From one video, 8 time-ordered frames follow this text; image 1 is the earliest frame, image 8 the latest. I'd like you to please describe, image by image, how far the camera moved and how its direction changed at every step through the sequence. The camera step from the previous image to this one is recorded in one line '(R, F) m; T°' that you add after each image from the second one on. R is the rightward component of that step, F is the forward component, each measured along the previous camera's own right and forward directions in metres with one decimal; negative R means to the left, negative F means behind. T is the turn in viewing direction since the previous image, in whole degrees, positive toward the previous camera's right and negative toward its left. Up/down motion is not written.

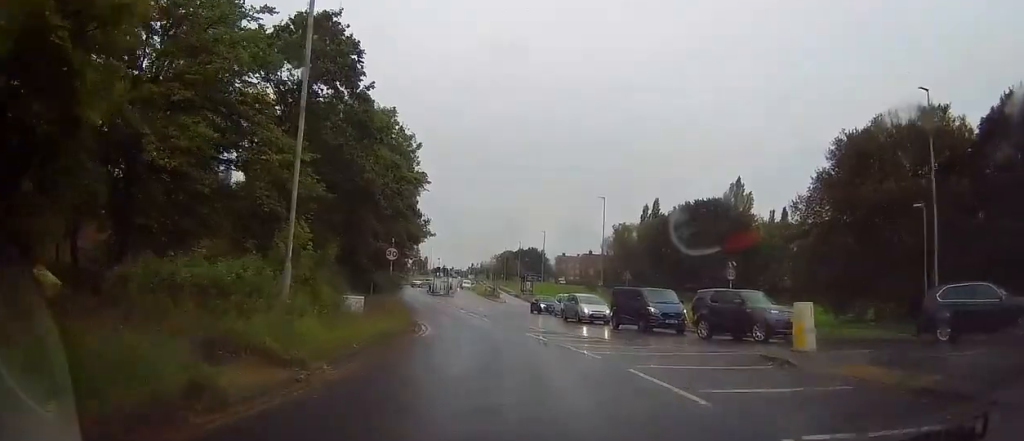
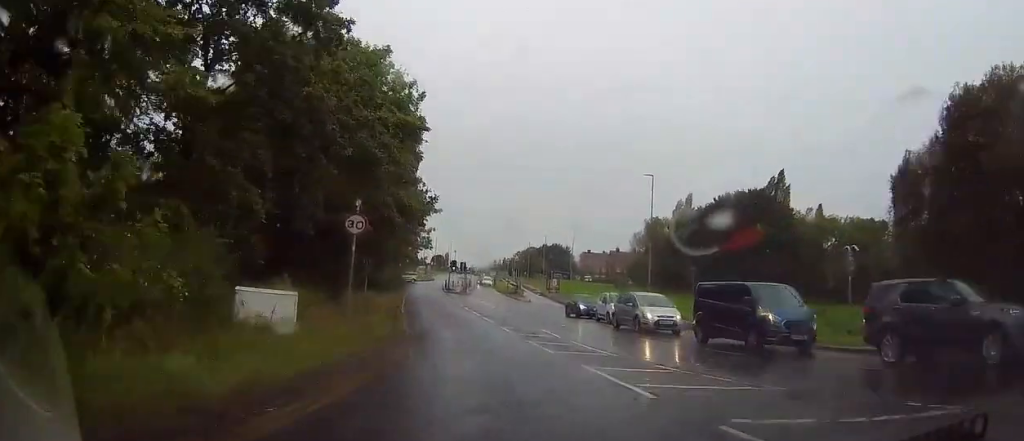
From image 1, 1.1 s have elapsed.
(-0.3, +10.6) m; -4°
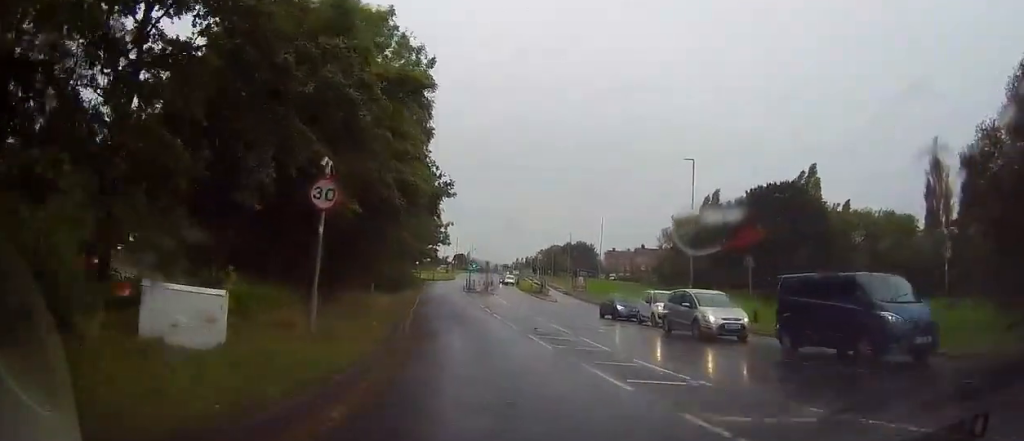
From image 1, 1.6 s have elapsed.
(-0.1, +5.1) m; -2°
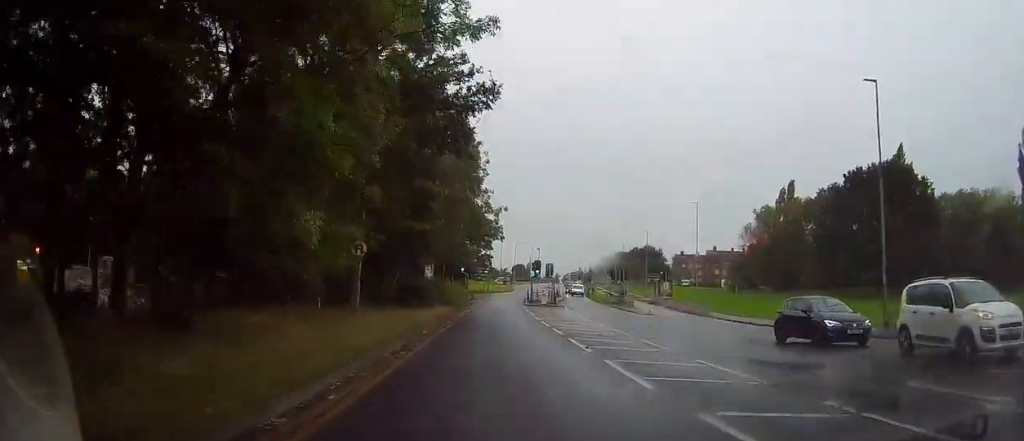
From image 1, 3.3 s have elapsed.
(-0.7, +17.7) m; -3°
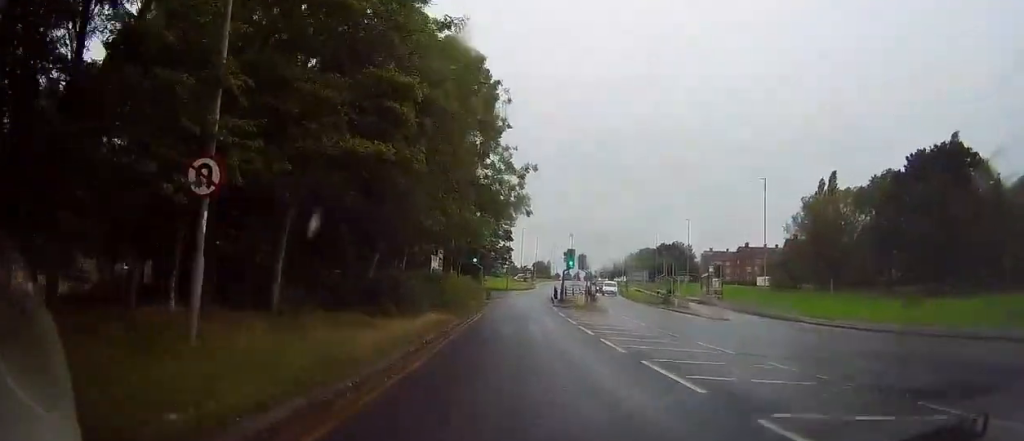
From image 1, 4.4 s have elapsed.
(0.0, +12.5) m; 0°
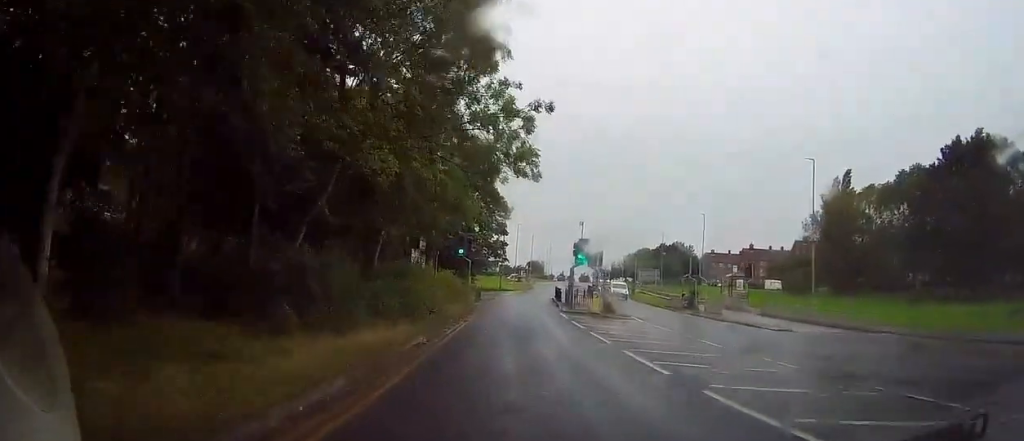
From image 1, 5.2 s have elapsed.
(0.0, +9.4) m; 0°
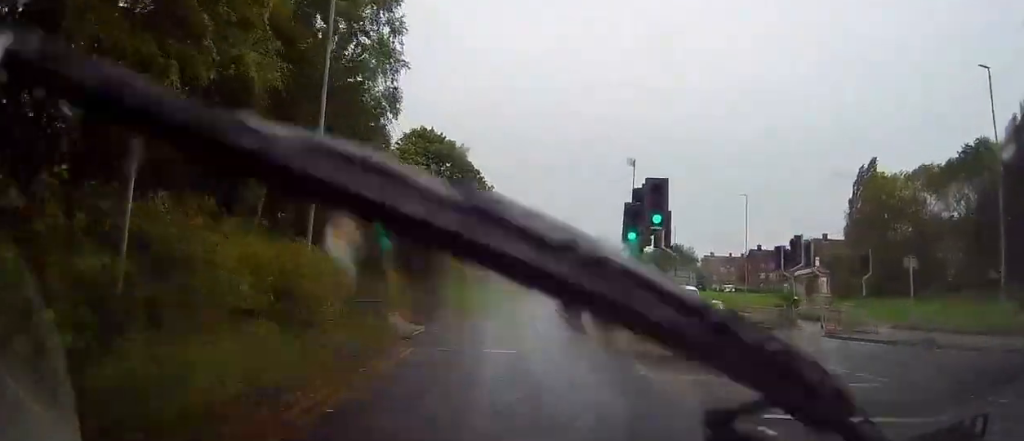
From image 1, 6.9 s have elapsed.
(-0.8, +20.6) m; -4°
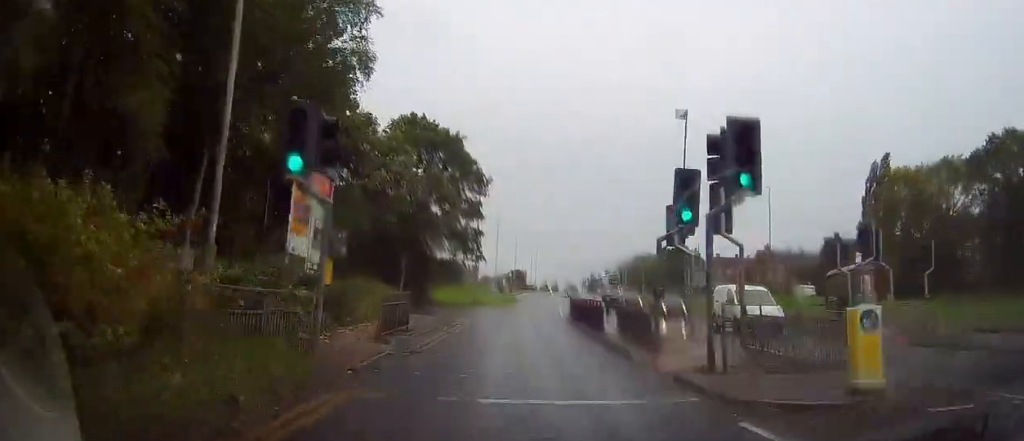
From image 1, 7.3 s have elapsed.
(0.0, +5.7) m; +1°
